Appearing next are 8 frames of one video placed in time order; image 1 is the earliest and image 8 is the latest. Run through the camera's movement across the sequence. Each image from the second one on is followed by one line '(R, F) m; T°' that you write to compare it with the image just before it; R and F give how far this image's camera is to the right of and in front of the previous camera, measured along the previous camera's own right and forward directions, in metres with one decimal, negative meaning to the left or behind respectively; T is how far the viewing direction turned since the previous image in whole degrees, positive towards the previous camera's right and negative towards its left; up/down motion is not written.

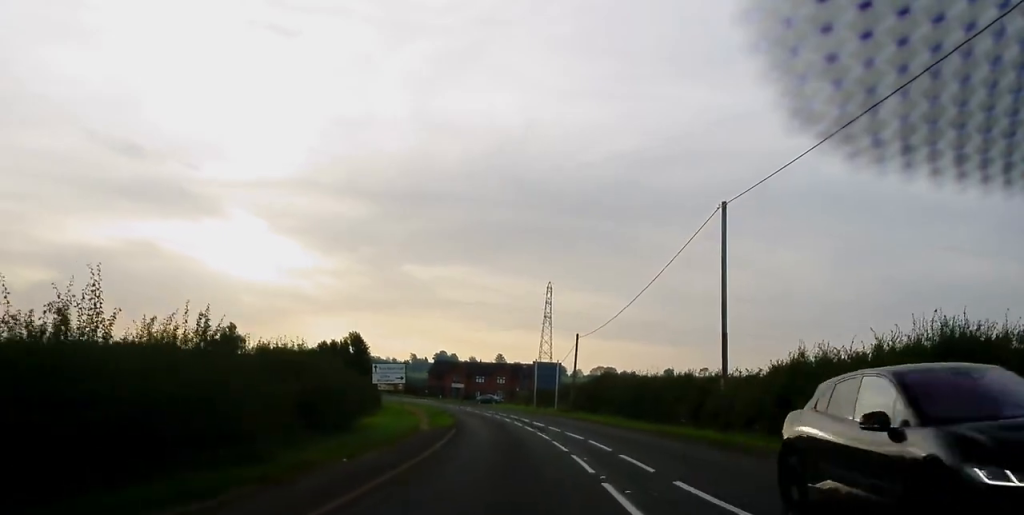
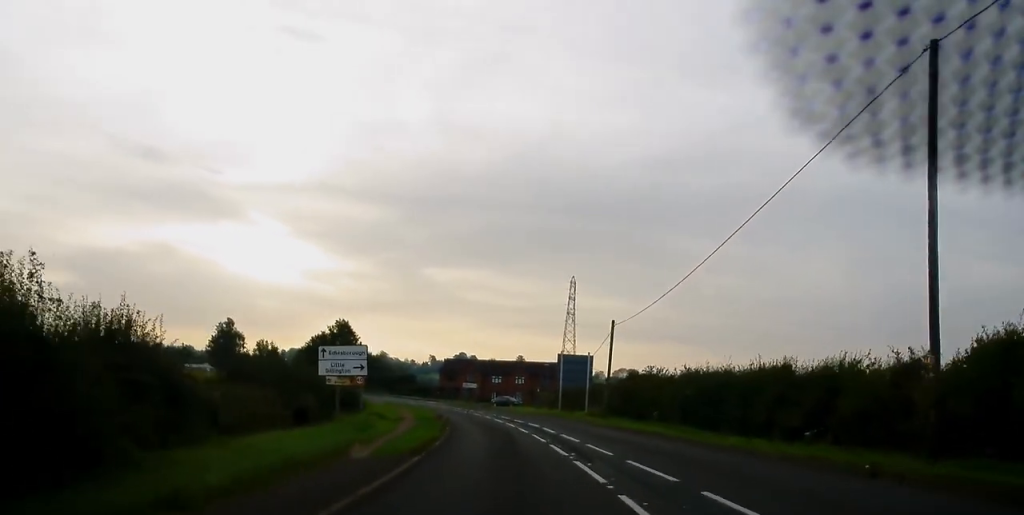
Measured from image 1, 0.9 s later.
(+0.2, +14.2) m; -1°
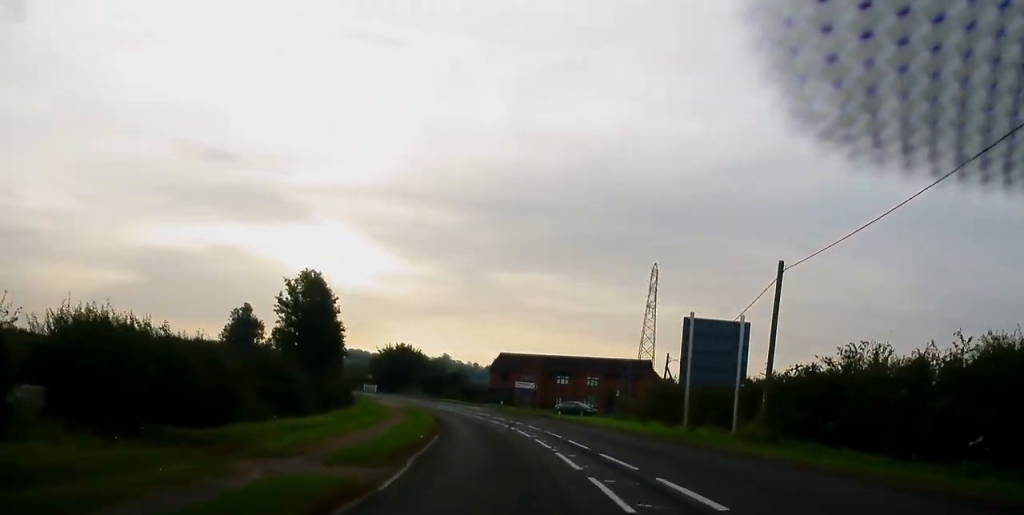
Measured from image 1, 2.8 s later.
(-1.5, +27.3) m; -6°
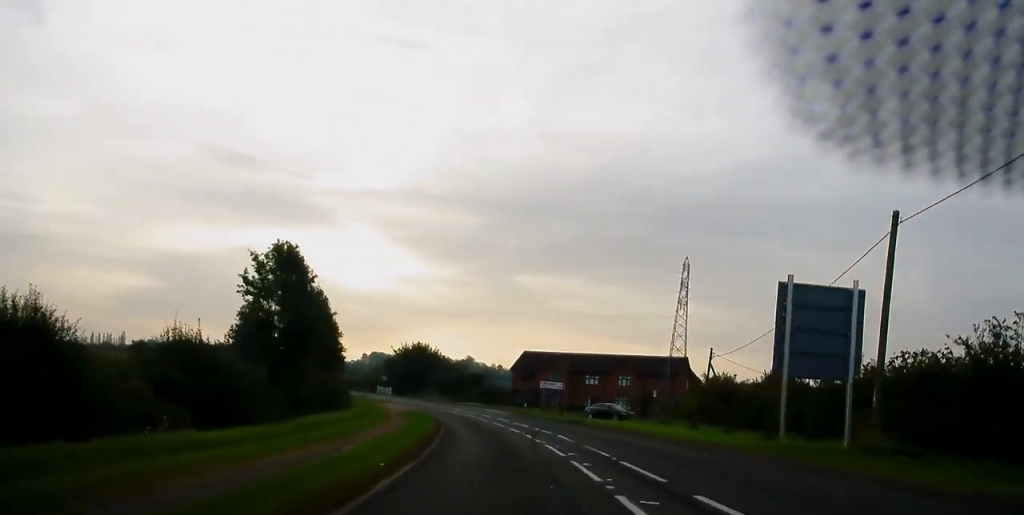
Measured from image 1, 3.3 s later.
(+0.1, +8.7) m; -1°
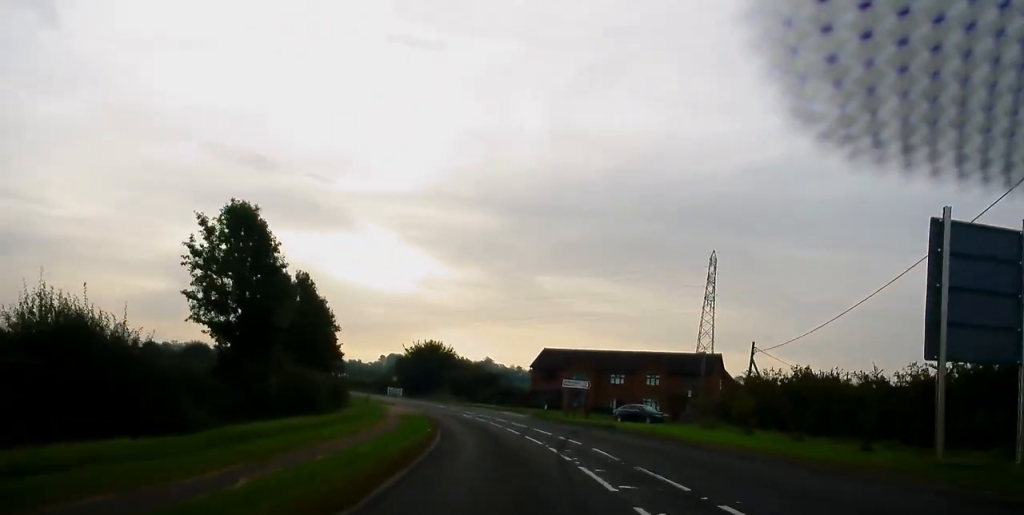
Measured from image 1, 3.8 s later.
(-0.2, +7.4) m; -1°
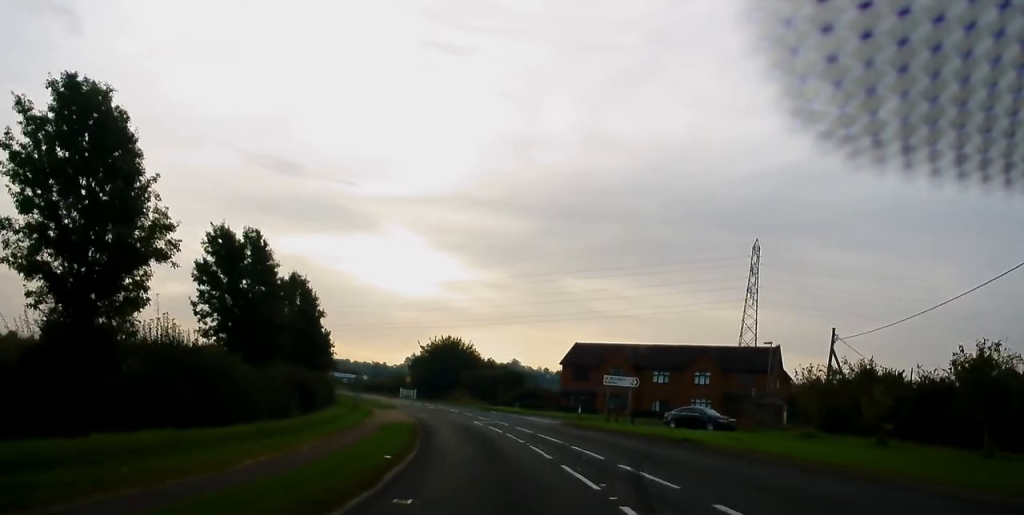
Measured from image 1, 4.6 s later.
(-0.2, +11.8) m; -2°
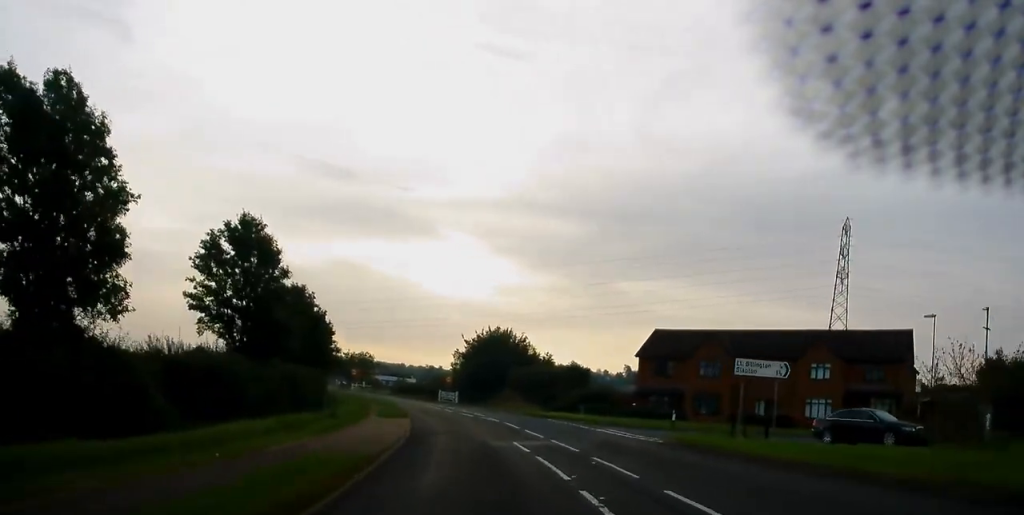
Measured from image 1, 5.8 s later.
(-0.4, +16.8) m; -4°
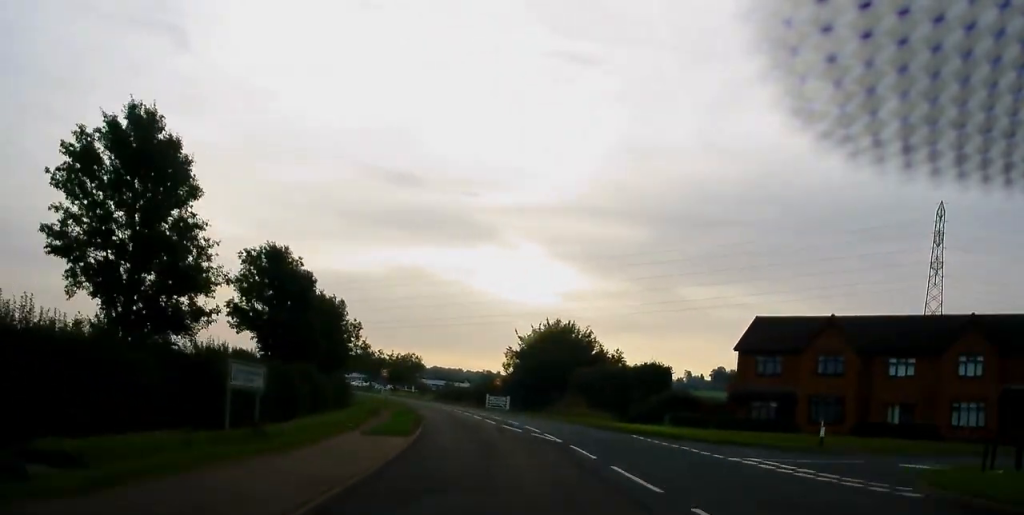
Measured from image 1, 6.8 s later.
(-0.6, +13.6) m; -5°
